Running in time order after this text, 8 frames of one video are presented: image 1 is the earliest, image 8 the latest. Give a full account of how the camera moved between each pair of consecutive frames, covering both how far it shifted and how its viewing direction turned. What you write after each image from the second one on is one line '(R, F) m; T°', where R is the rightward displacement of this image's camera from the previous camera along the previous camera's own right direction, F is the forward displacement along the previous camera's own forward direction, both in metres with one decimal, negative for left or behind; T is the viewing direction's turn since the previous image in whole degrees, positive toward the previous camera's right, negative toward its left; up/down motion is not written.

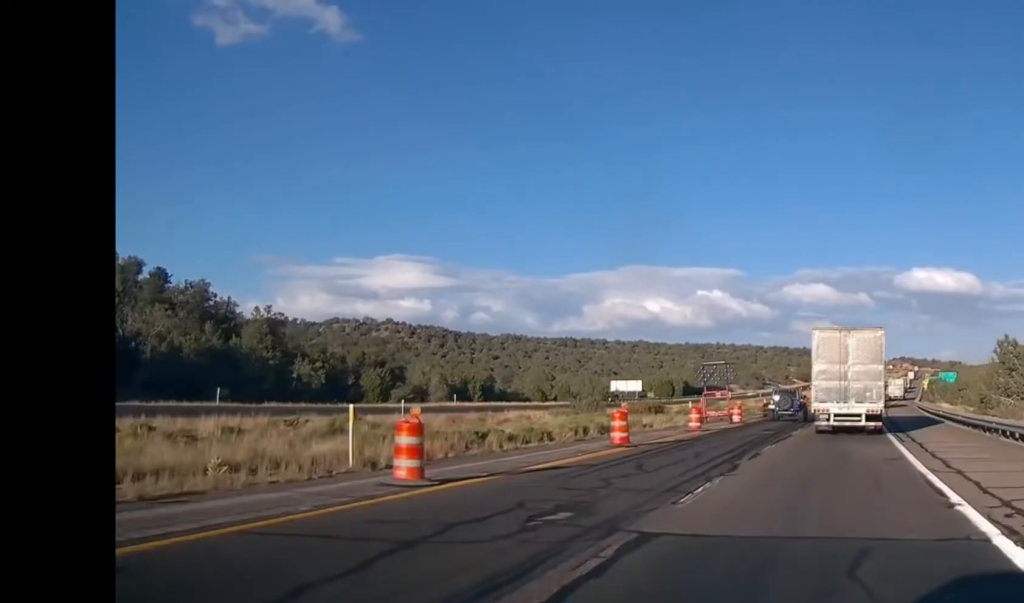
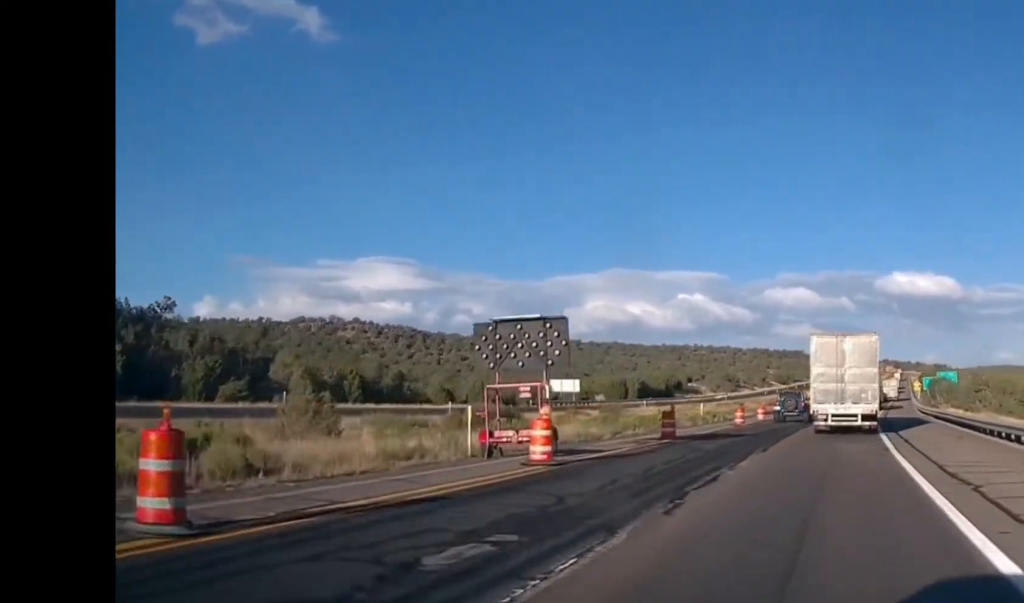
(+0.7, +30.6) m; +2°
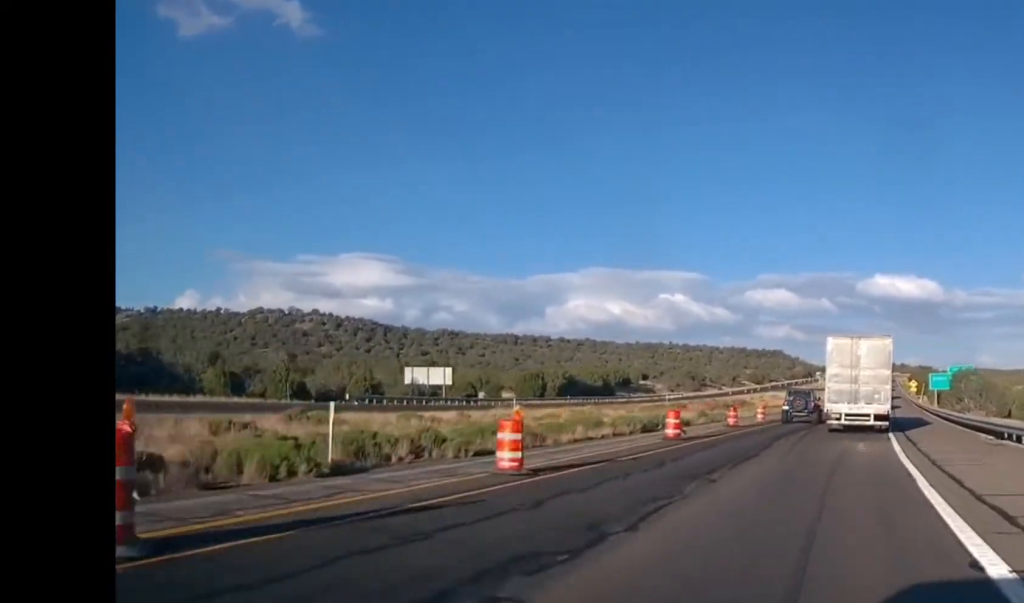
(0.0, +42.9) m; +1°
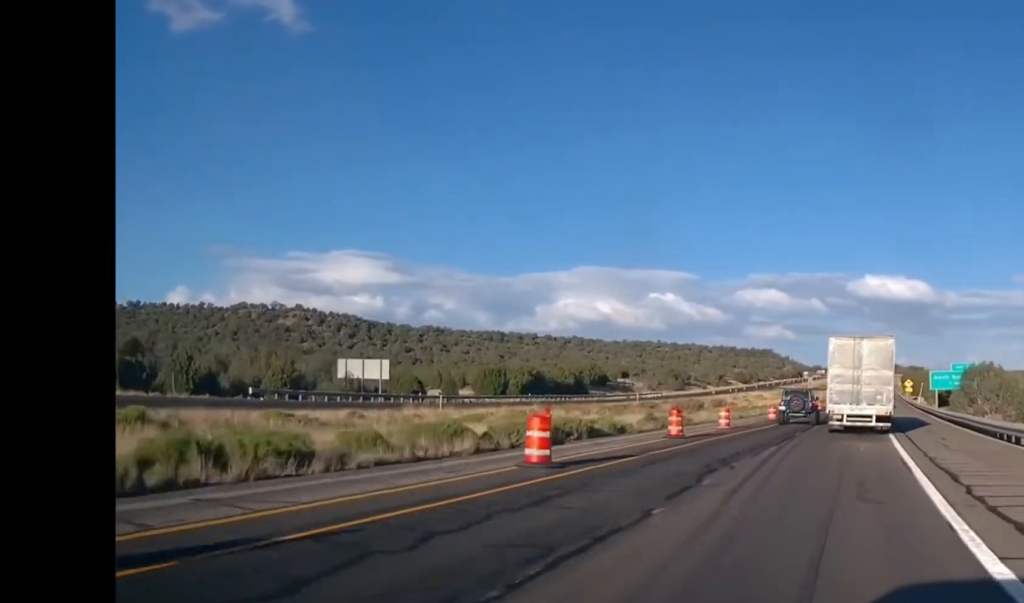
(+0.1, +13.1) m; +1°
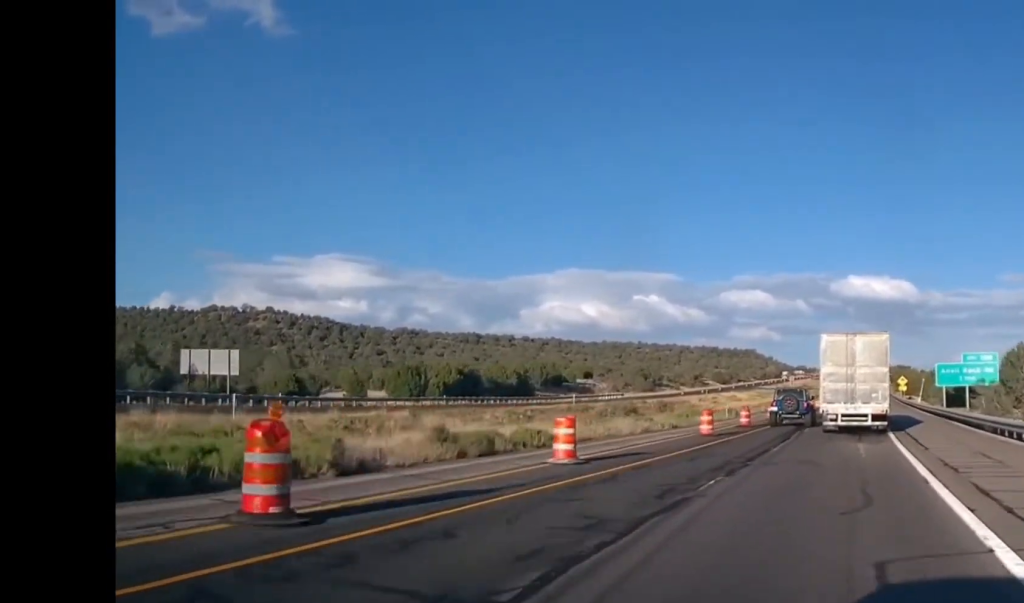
(+0.3, +22.7) m; +1°
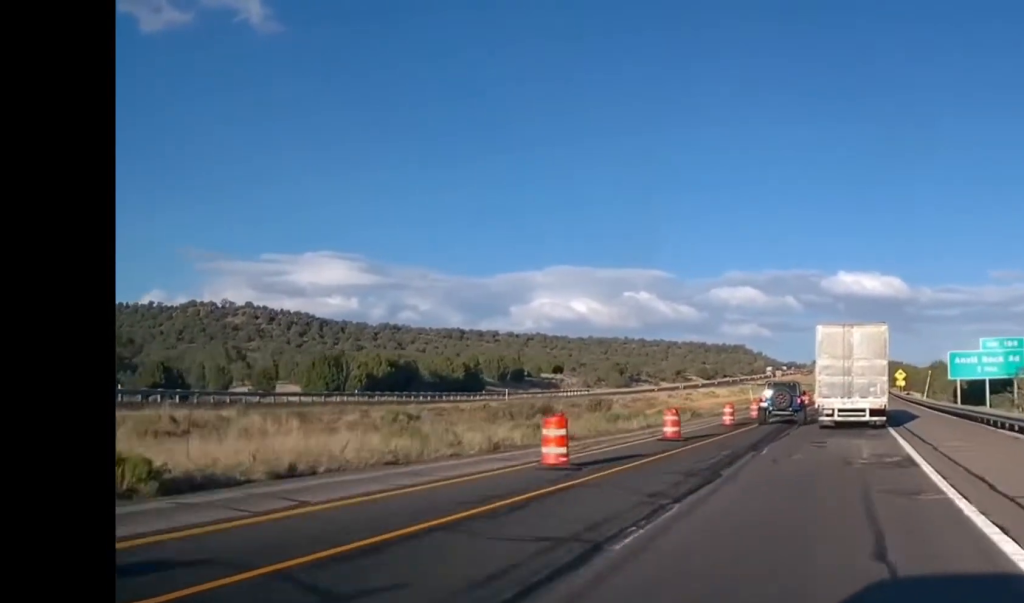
(+0.1, +17.7) m; 0°
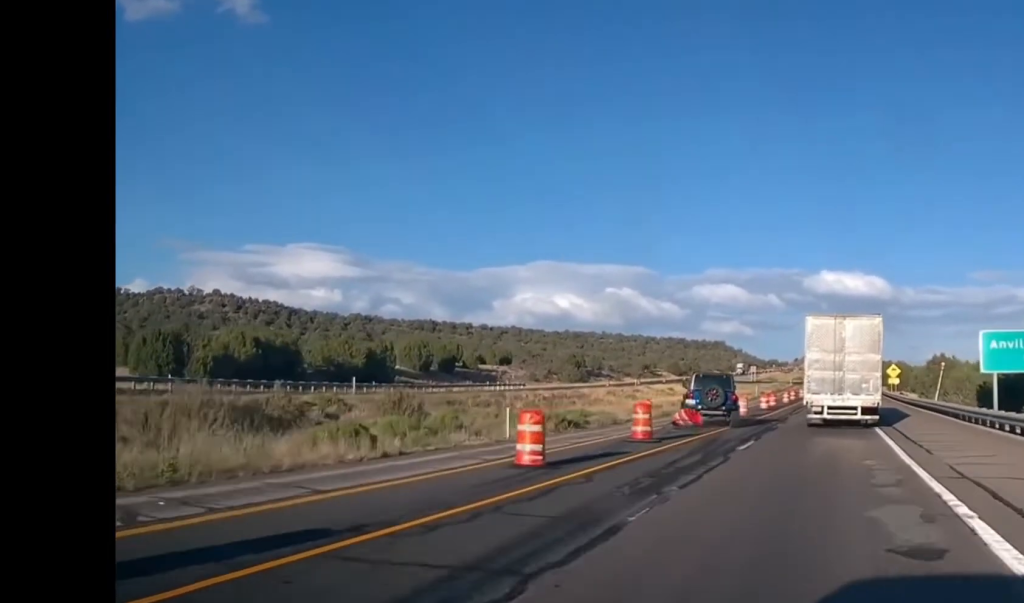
(-0.1, +24.4) m; +1°
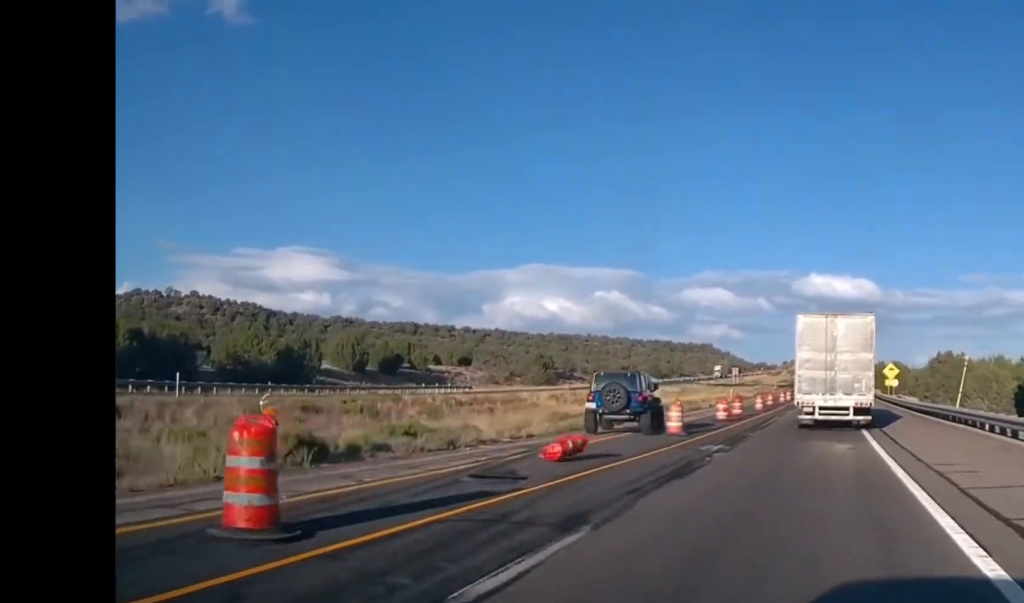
(+0.5, +16.6) m; 0°
